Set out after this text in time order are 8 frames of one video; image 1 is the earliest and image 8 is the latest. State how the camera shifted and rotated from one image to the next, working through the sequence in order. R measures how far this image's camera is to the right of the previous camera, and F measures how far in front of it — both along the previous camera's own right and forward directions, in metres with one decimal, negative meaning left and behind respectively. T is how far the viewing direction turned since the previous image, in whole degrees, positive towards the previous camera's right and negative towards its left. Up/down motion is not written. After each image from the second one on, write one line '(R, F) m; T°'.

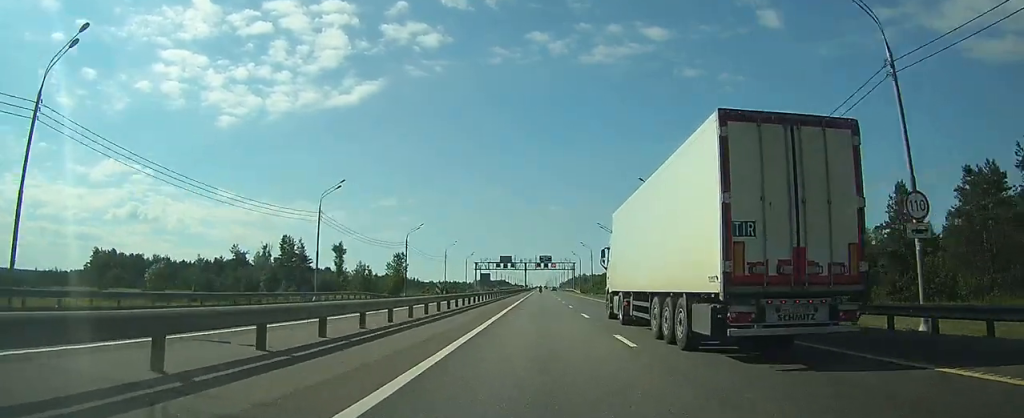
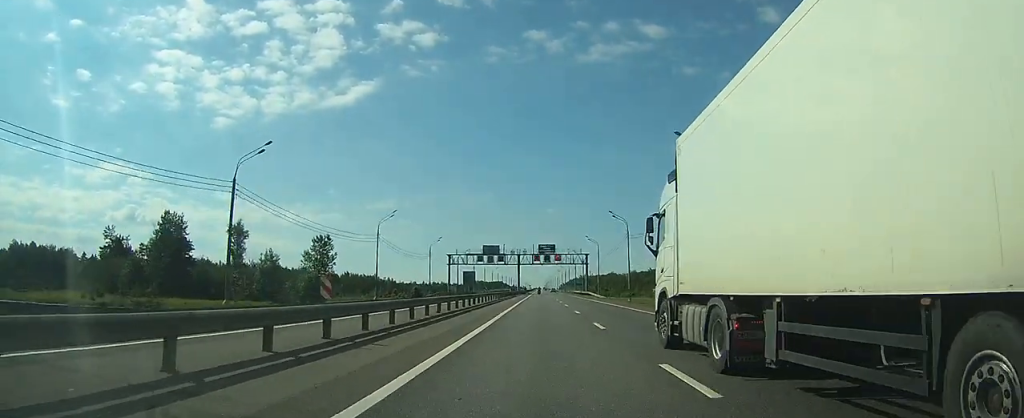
(+0.2, +53.3) m; 0°
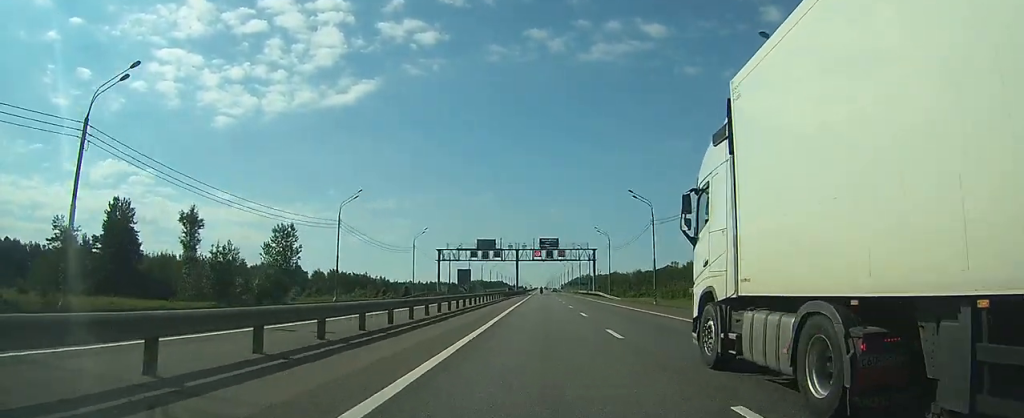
(0.0, +15.3) m; 0°
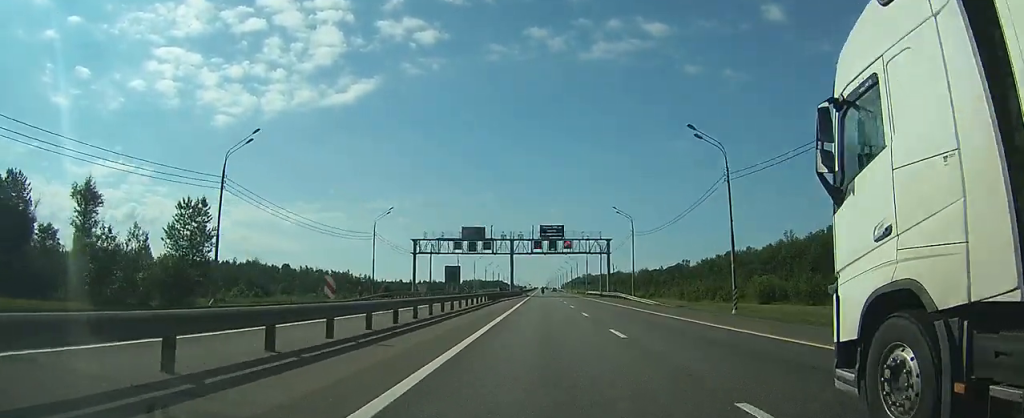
(0.0, +23.6) m; 0°
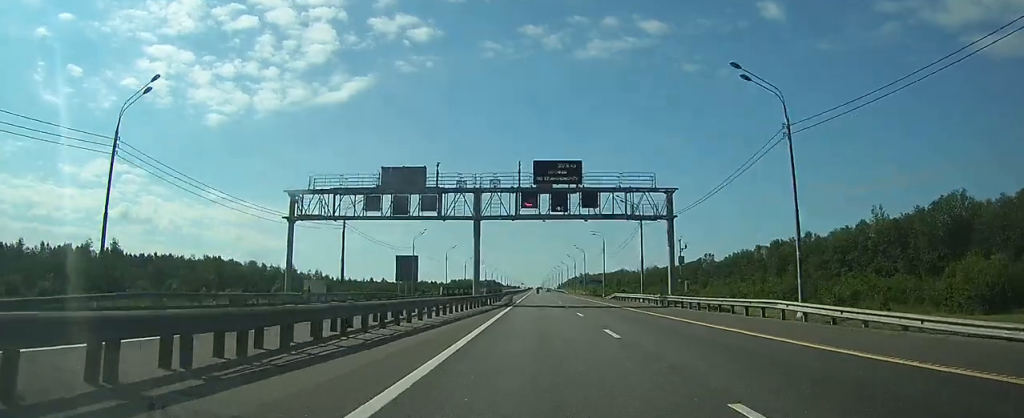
(0.0, +47.2) m; 0°
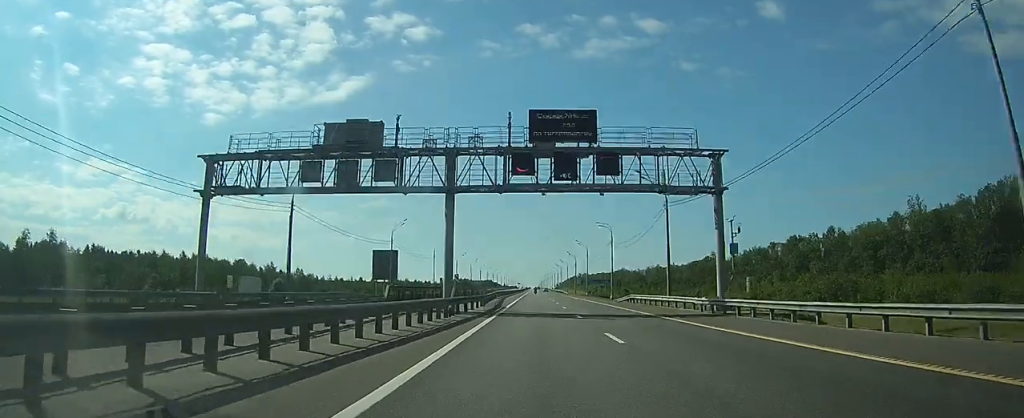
(0.0, +13.4) m; 0°
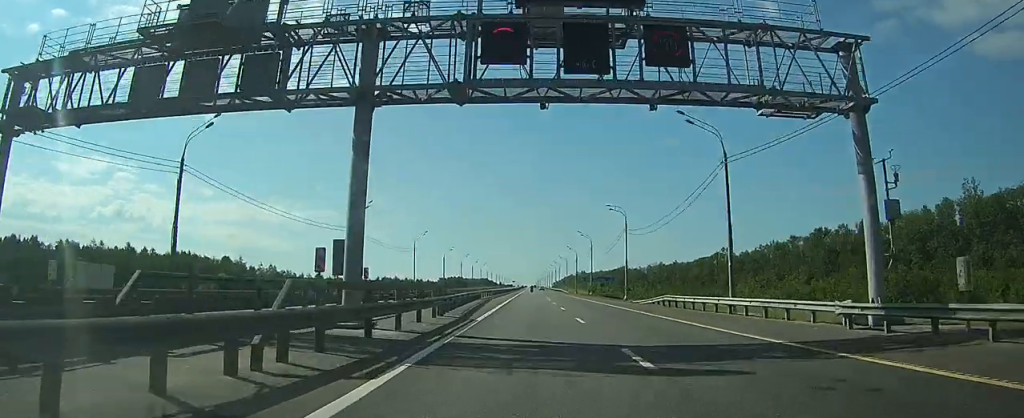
(0.0, +16.5) m; 0°
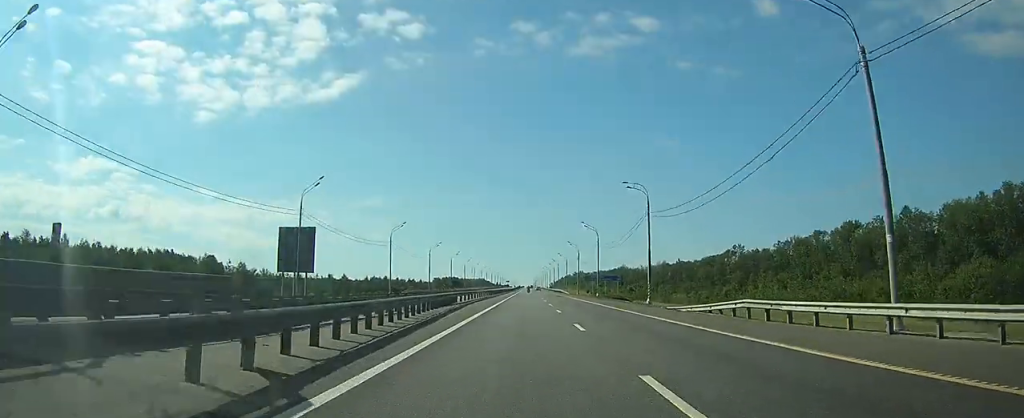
(+0.1, +15.5) m; 0°
